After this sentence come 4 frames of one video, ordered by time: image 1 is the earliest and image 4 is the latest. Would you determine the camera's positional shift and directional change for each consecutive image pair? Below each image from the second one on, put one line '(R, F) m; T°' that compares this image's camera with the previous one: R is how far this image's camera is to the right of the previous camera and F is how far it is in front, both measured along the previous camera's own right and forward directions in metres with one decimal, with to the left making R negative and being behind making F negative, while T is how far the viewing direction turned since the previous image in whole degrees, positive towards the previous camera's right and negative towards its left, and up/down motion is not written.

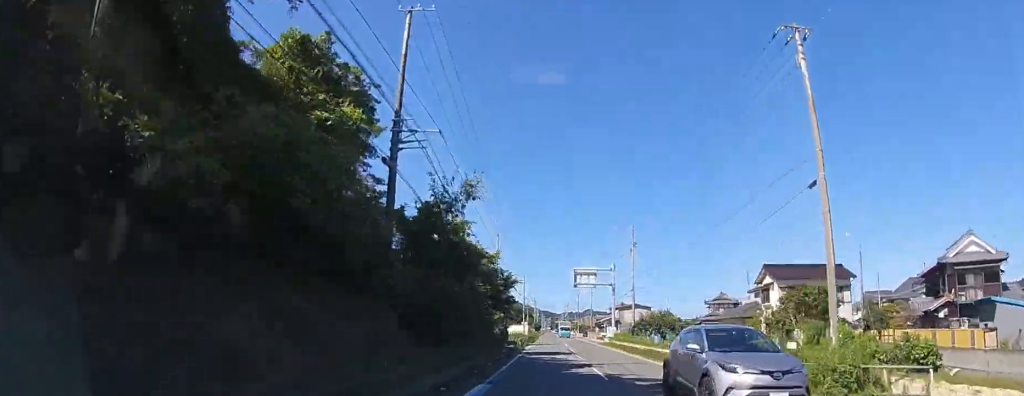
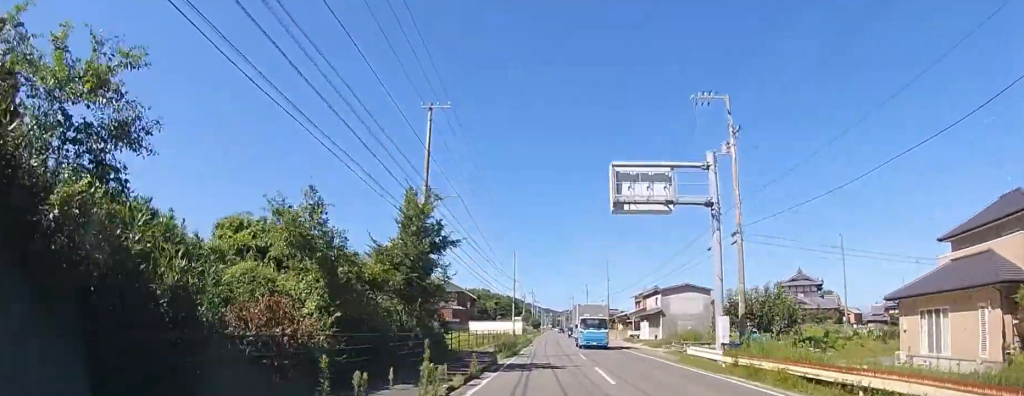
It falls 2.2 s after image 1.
(0.0, +30.9) m; 0°
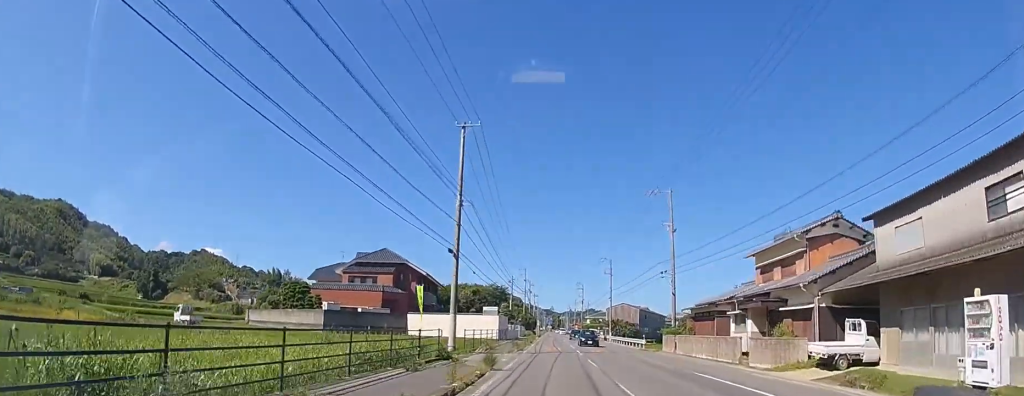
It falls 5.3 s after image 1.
(+0.2, +44.7) m; 0°
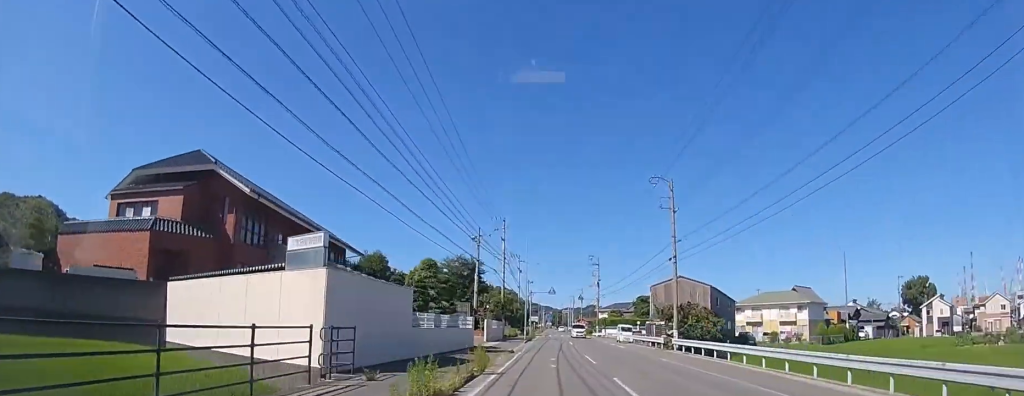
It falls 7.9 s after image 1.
(0.0, +39.1) m; 0°
